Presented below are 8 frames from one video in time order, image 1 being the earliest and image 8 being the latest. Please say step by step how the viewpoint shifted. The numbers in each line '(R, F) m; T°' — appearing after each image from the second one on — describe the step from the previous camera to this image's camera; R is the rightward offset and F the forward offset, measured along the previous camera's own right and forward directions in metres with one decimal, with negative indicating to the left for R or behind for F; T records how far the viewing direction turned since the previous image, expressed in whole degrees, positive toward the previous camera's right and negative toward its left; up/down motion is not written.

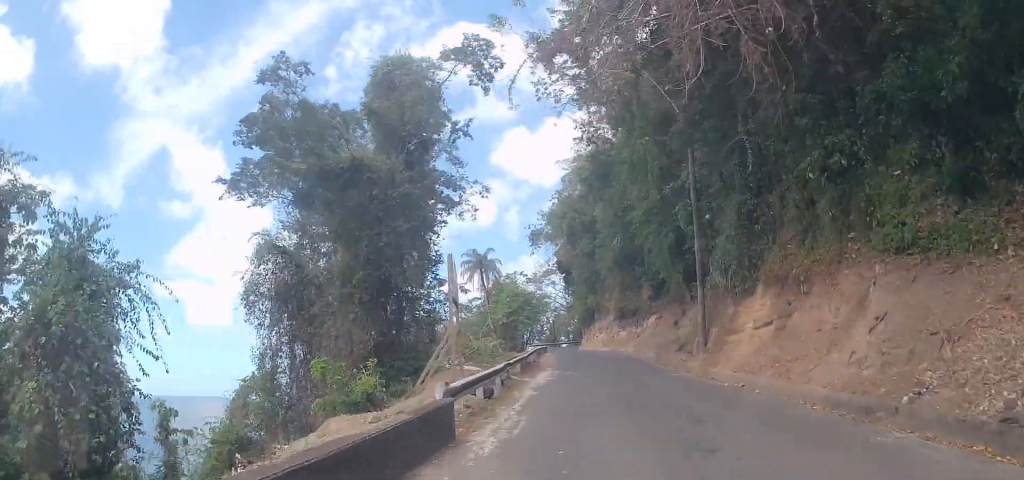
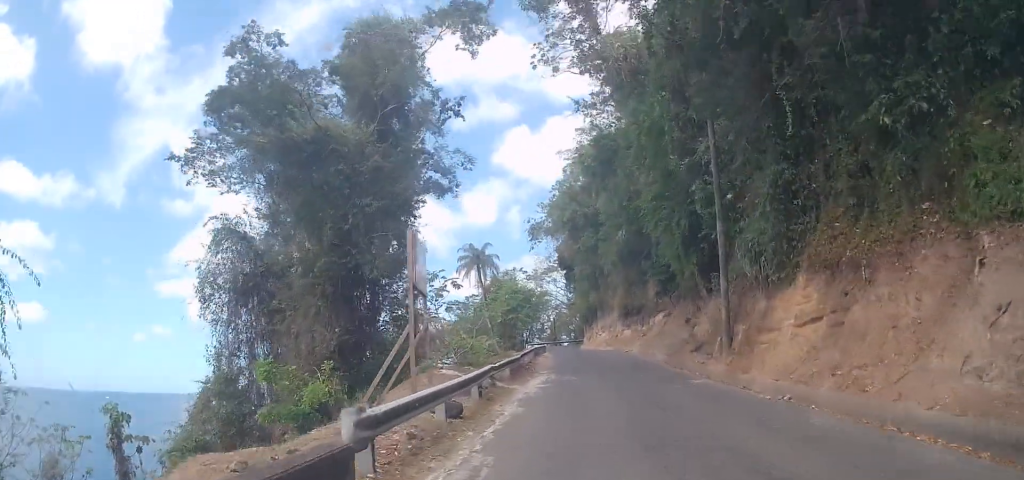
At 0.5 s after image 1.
(+0.1, +4.1) m; +1°
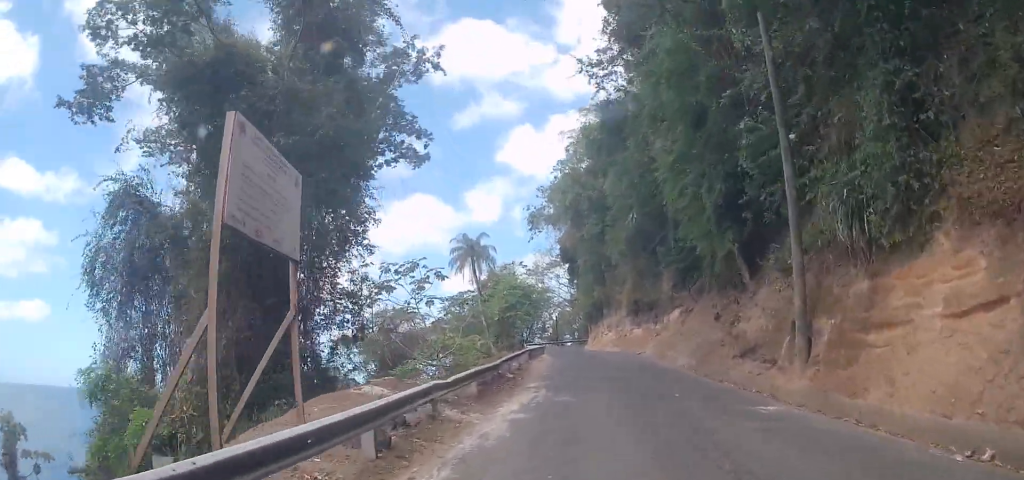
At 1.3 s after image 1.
(+0.5, +7.2) m; -2°
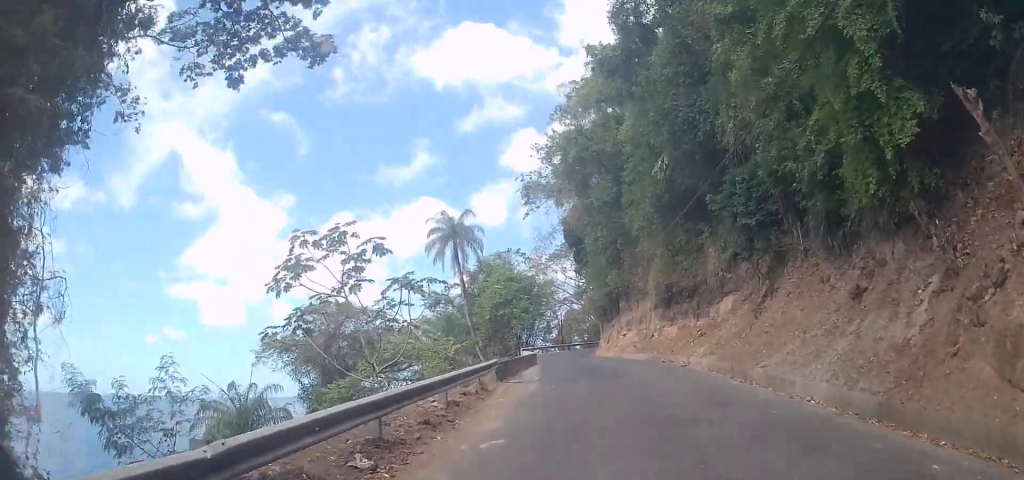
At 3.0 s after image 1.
(-1.0, +14.7) m; -4°
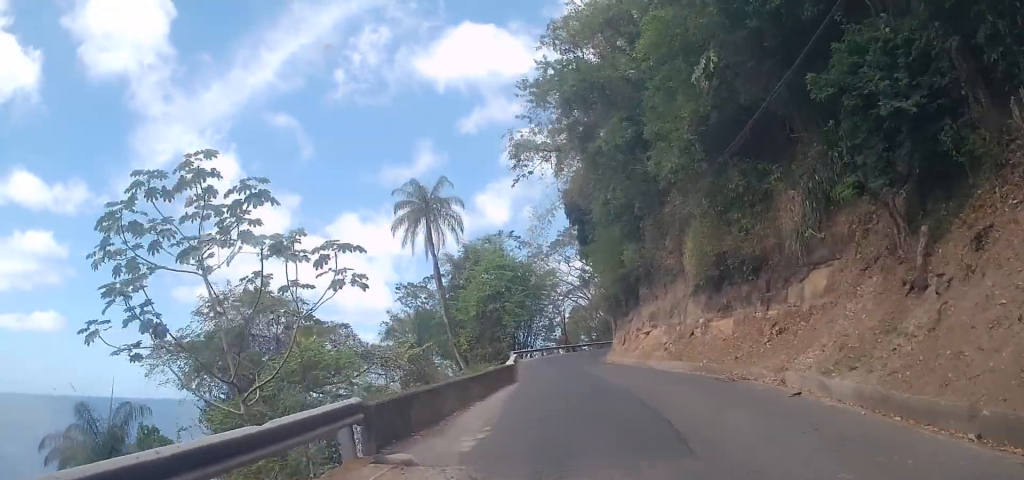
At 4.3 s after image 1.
(-0.4, +12.3) m; +4°
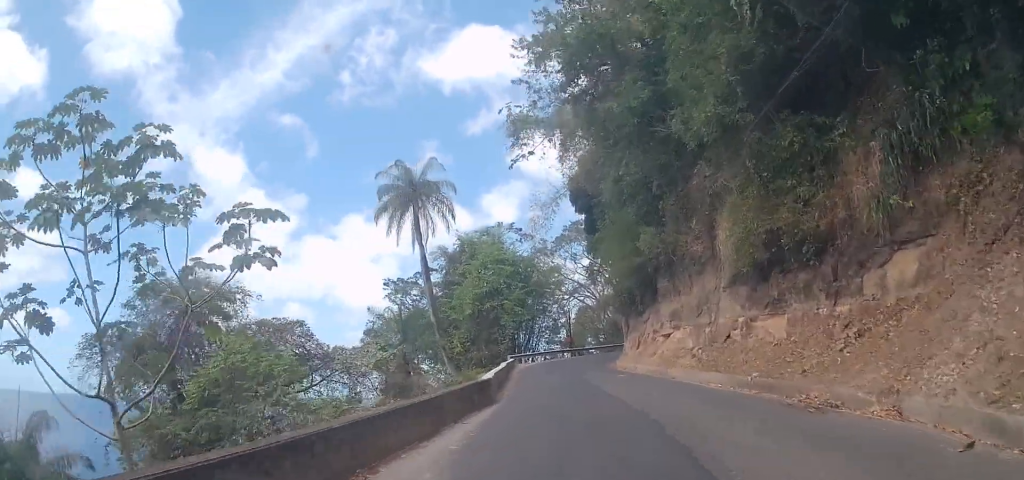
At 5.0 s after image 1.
(+0.8, +5.2) m; +3°
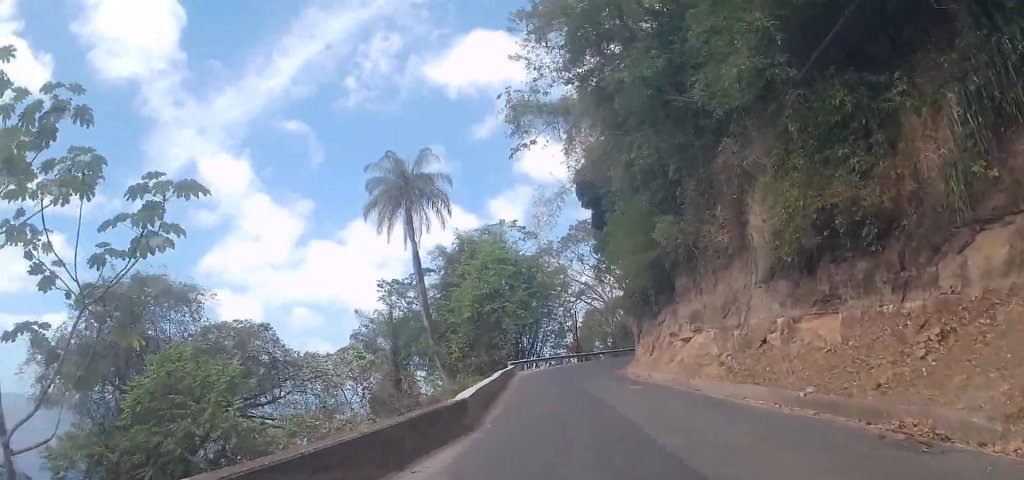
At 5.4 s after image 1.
(+0.2, +3.3) m; 0°
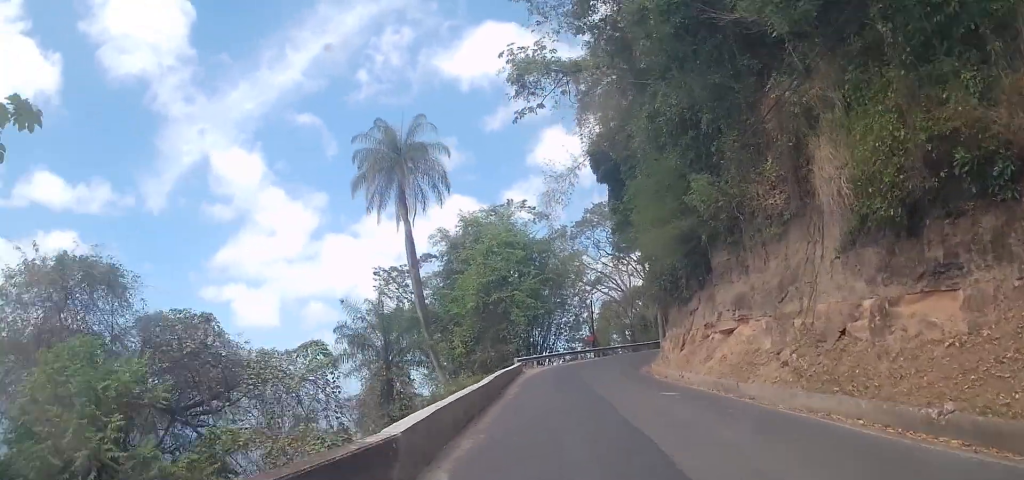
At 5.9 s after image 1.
(-0.2, +4.5) m; -6°
